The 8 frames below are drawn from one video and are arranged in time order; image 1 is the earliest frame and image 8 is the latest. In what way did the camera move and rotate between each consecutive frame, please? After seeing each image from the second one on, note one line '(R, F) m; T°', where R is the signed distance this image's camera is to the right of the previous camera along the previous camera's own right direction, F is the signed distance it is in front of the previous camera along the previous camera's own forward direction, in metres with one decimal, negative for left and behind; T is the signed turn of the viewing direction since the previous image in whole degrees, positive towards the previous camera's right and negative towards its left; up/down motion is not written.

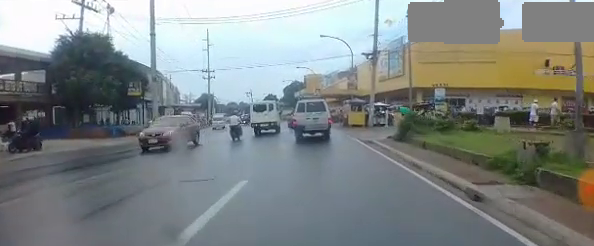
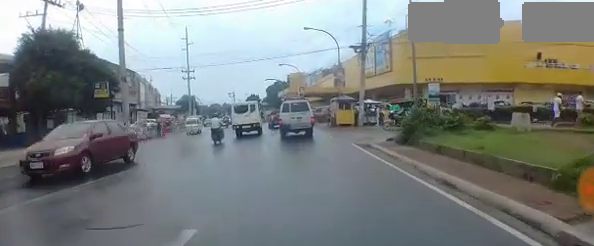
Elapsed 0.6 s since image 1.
(0.0, +2.8) m; -2°
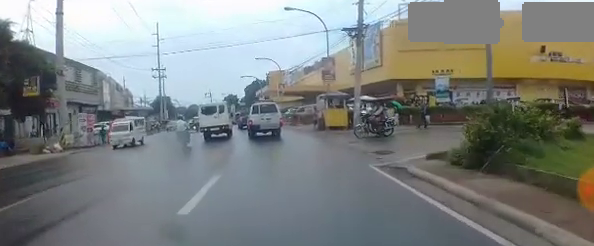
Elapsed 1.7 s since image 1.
(-0.3, +5.8) m; -6°
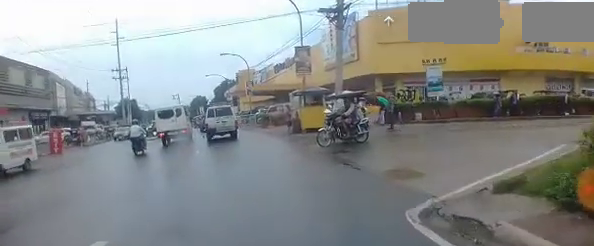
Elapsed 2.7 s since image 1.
(-0.1, +4.3) m; +7°
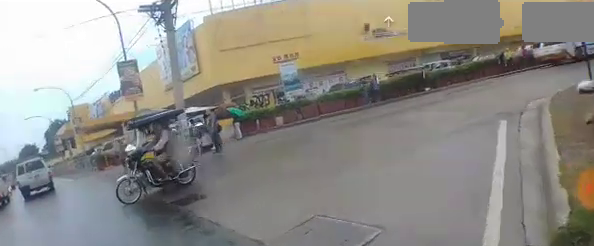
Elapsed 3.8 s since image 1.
(+0.7, +3.6) m; +18°
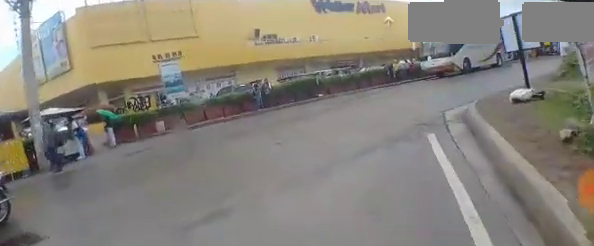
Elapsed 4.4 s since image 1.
(+0.2, +1.7) m; +10°
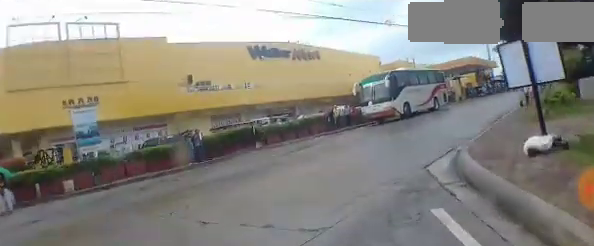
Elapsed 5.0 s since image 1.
(+0.1, +1.8) m; +11°
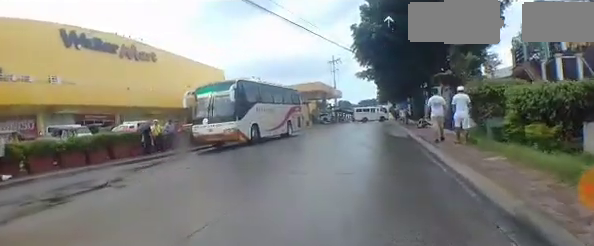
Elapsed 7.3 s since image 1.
(+2.2, +4.8) m; +45°
